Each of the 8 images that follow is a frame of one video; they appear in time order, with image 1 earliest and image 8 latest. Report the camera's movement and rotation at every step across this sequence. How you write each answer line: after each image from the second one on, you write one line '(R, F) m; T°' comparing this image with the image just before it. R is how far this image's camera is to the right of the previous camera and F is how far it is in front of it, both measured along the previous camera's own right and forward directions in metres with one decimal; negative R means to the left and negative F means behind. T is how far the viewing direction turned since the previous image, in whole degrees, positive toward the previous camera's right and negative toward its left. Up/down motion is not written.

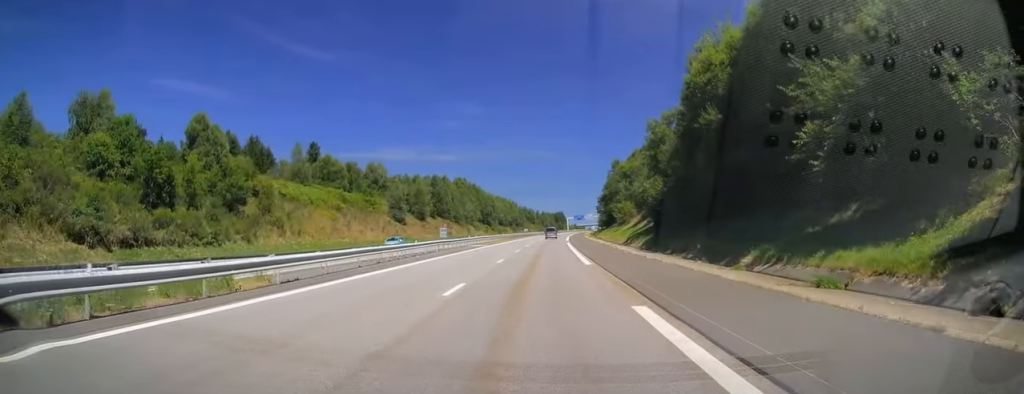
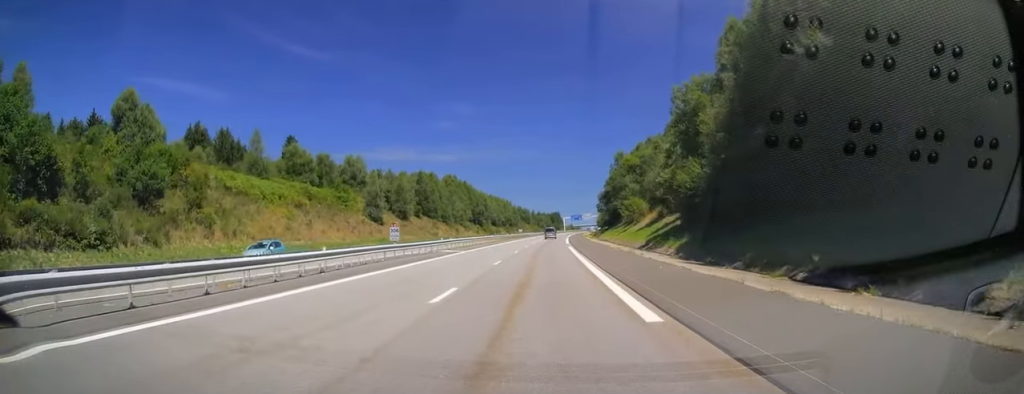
(-0.1, +14.2) m; 0°
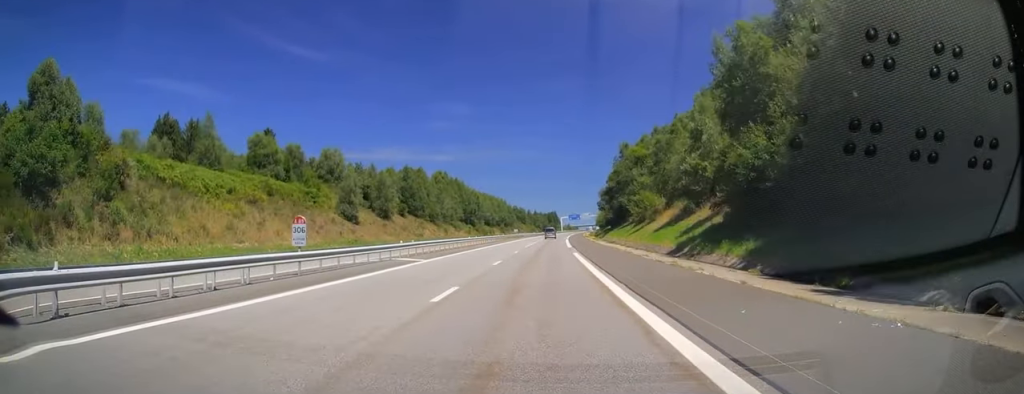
(+0.2, +12.8) m; 0°
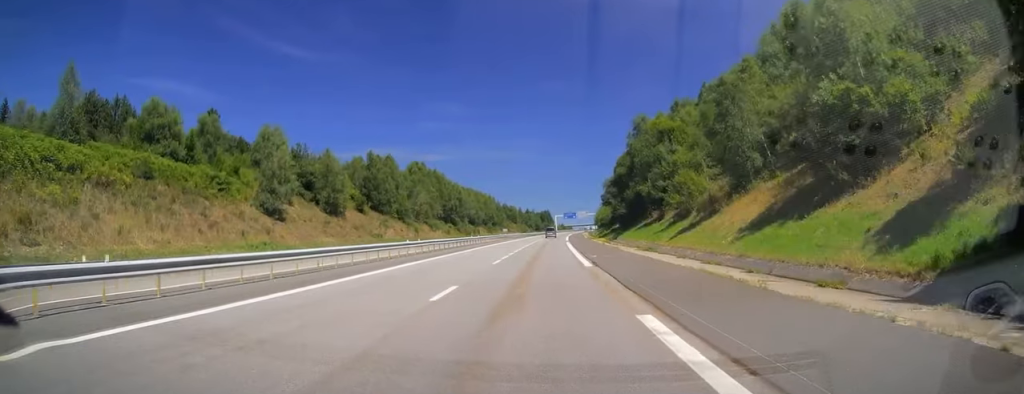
(+0.2, +26.0) m; +1°
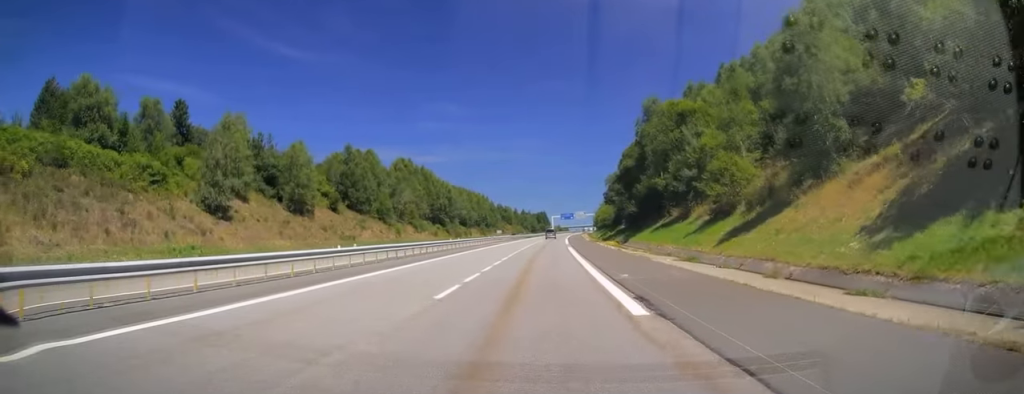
(-0.1, +12.3) m; 0°
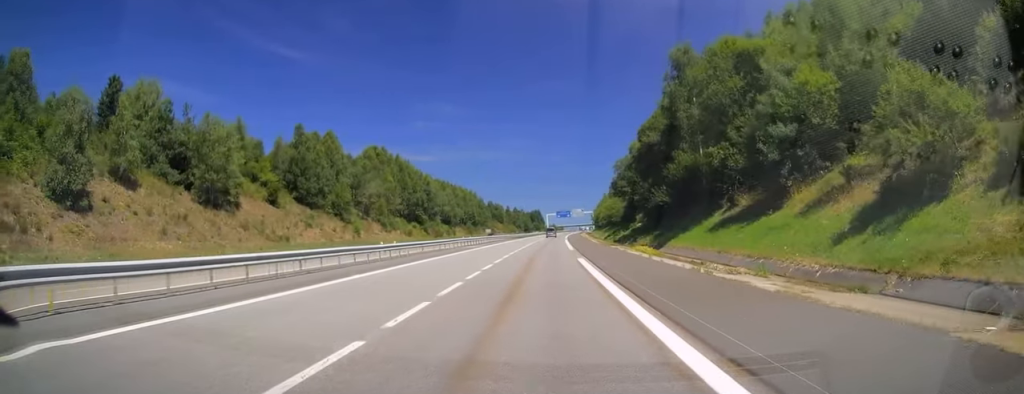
(+0.2, +21.1) m; +1°
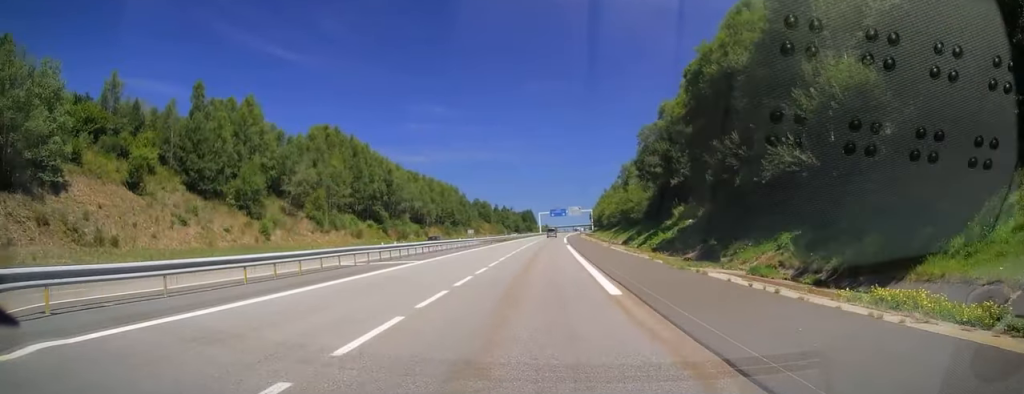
(+0.3, +28.0) m; +1°
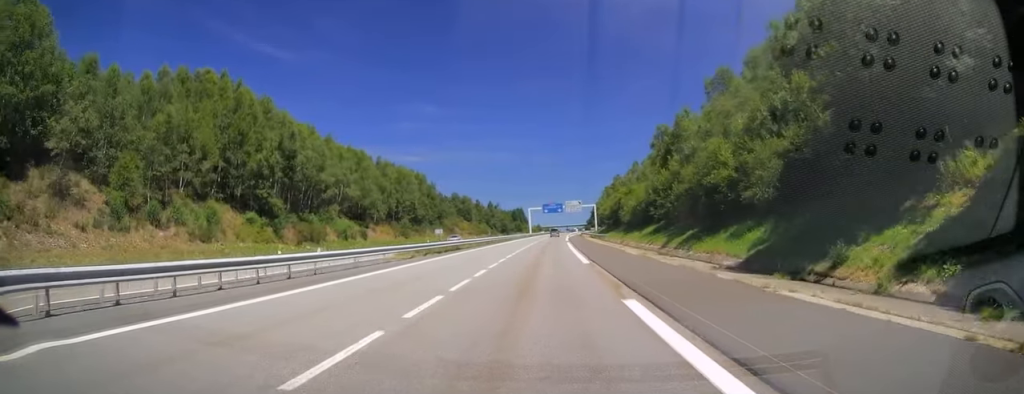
(0.0, +40.3) m; +1°
